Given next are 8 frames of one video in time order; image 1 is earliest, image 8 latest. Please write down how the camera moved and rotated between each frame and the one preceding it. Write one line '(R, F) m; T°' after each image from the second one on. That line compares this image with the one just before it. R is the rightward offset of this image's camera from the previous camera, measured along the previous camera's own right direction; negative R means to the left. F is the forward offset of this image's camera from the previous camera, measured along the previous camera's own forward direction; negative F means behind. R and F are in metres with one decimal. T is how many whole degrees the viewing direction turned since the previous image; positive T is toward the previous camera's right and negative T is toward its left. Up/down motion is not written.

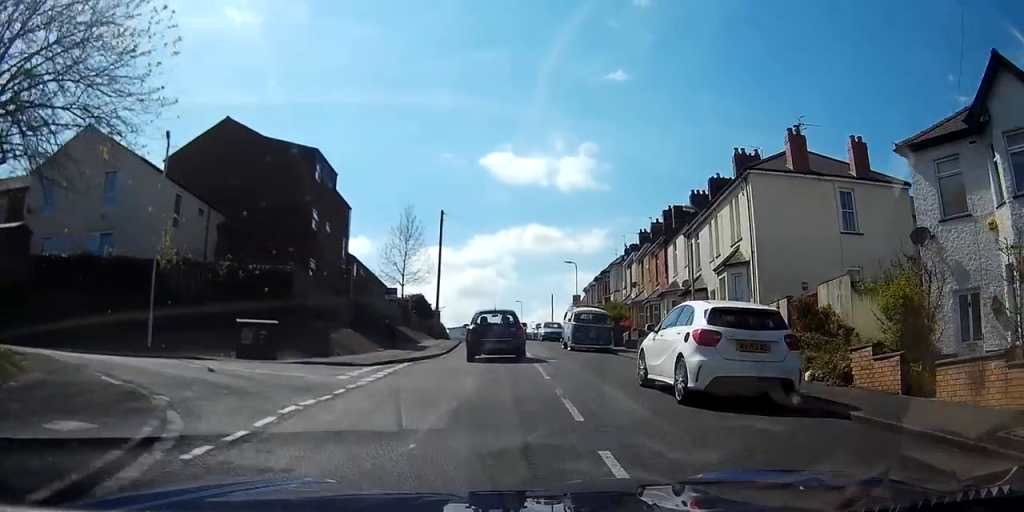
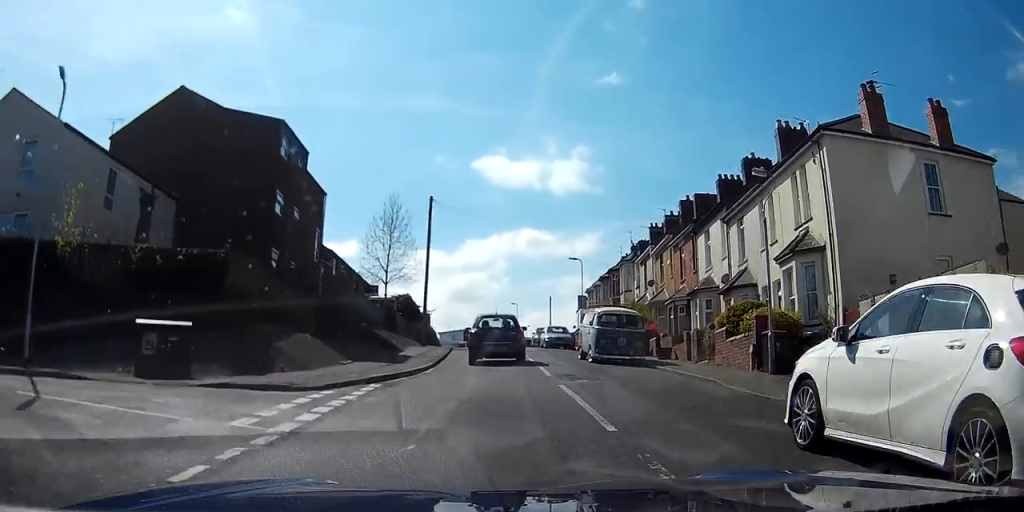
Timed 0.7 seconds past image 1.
(+0.1, +6.4) m; 0°
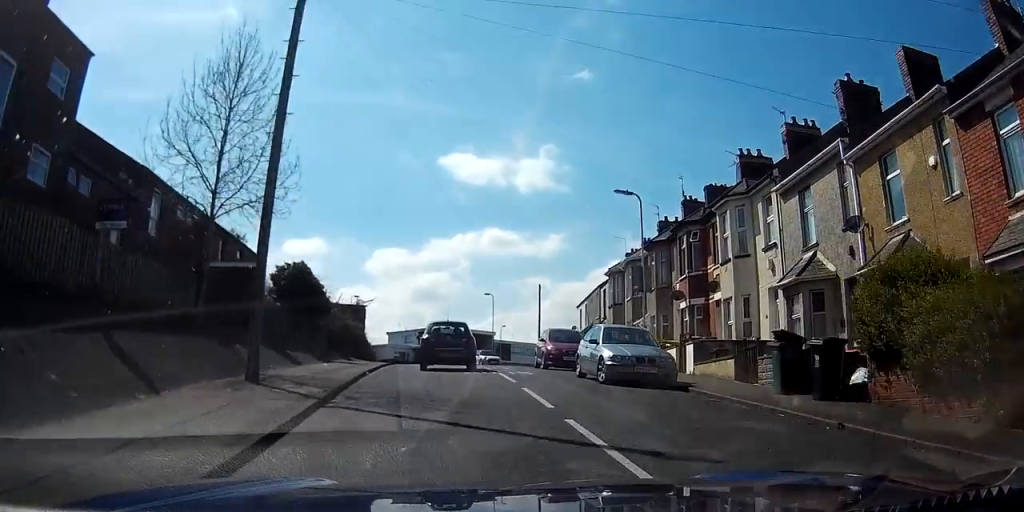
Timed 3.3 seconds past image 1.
(+0.3, +26.5) m; +2°
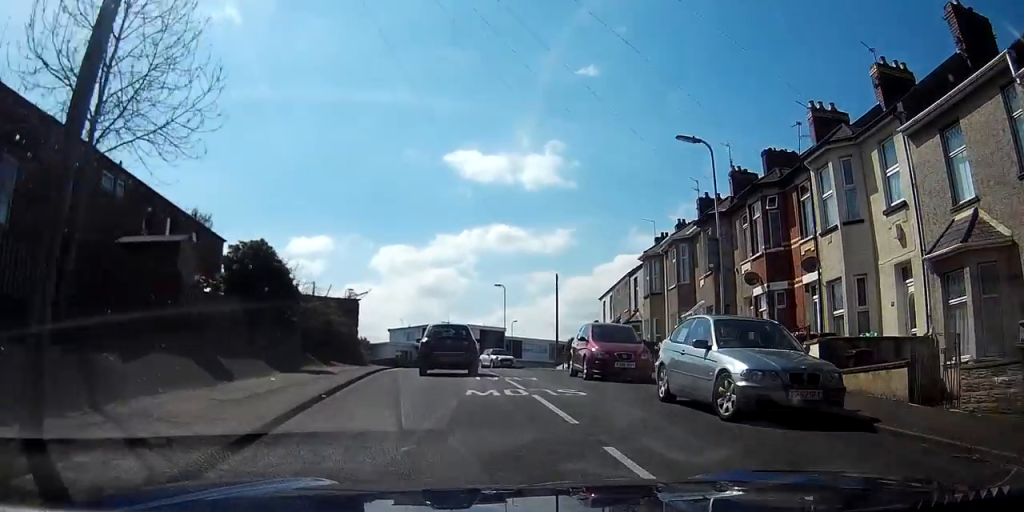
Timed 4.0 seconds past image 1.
(0.0, +7.3) m; 0°
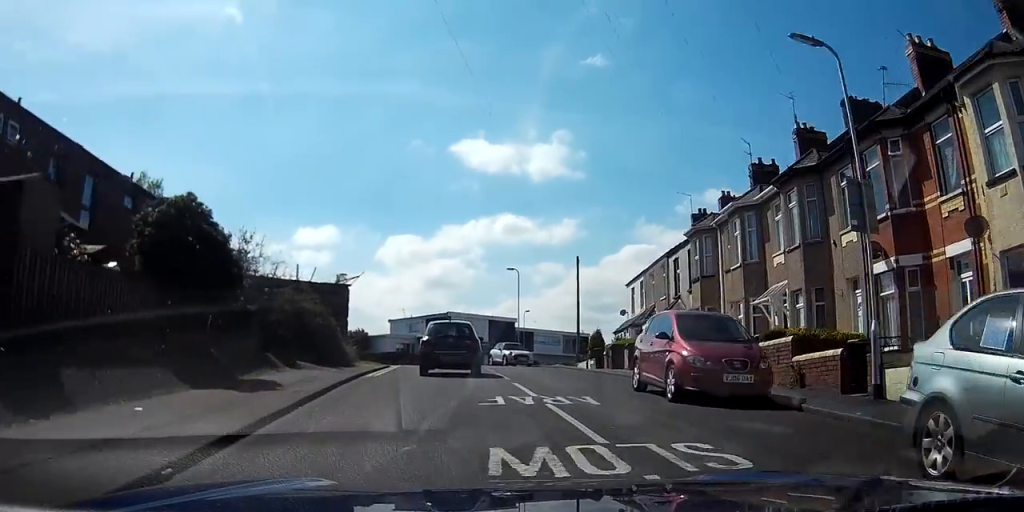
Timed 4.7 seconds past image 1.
(+0.1, +7.3) m; 0°
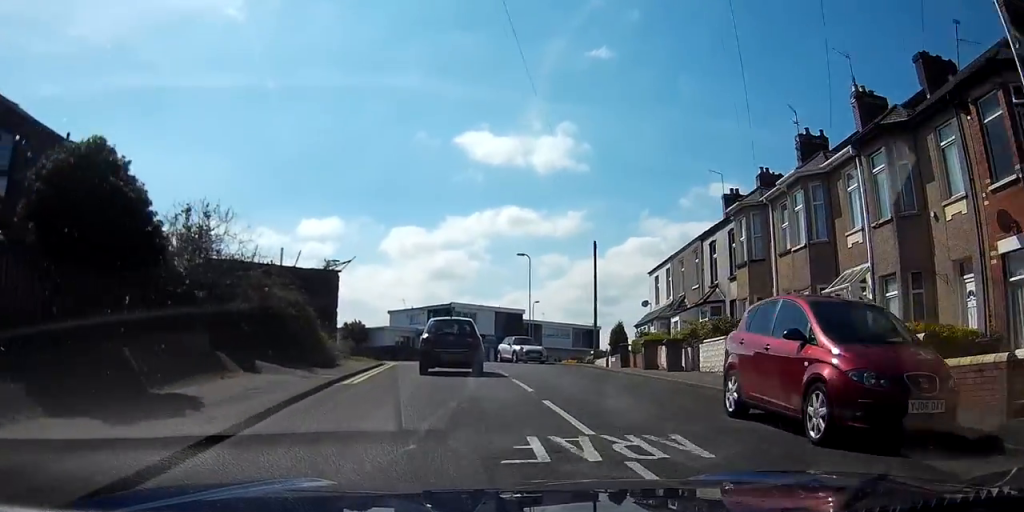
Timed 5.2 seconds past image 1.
(-0.1, +5.0) m; 0°
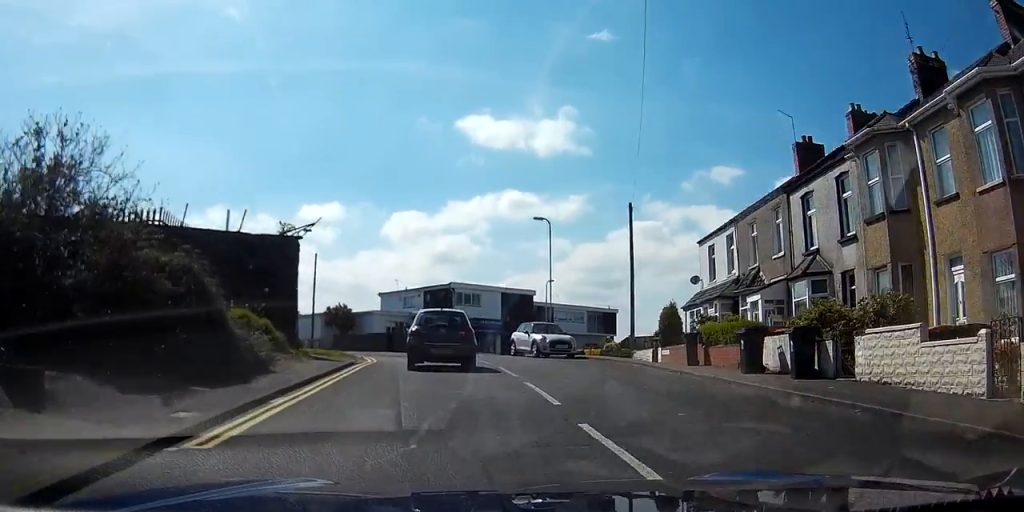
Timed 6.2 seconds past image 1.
(-0.1, +9.6) m; -1°
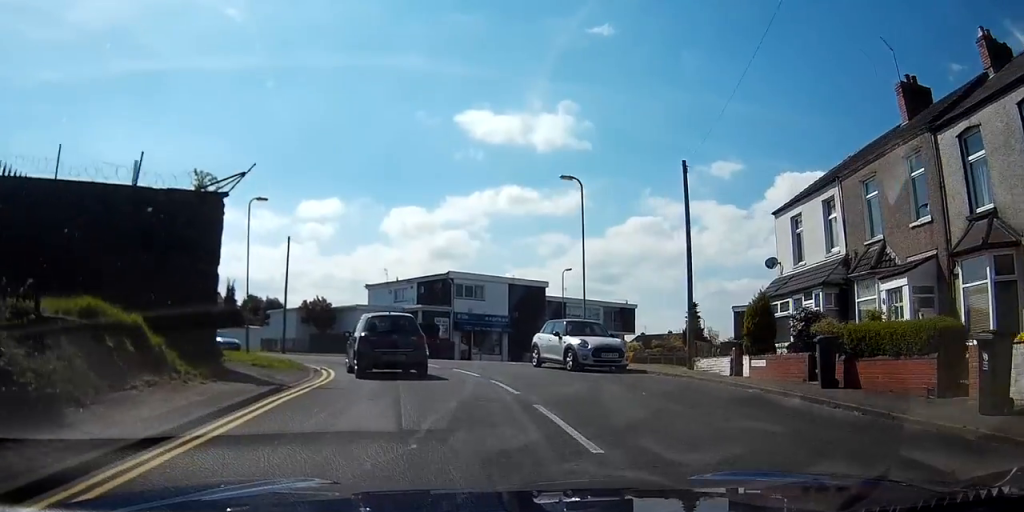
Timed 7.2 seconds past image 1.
(0.0, +9.4) m; -1°
